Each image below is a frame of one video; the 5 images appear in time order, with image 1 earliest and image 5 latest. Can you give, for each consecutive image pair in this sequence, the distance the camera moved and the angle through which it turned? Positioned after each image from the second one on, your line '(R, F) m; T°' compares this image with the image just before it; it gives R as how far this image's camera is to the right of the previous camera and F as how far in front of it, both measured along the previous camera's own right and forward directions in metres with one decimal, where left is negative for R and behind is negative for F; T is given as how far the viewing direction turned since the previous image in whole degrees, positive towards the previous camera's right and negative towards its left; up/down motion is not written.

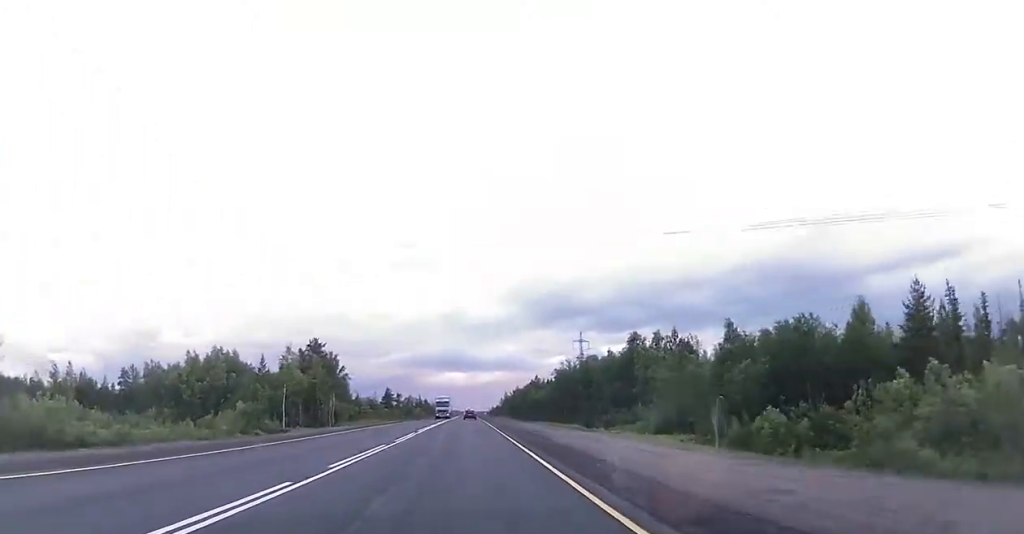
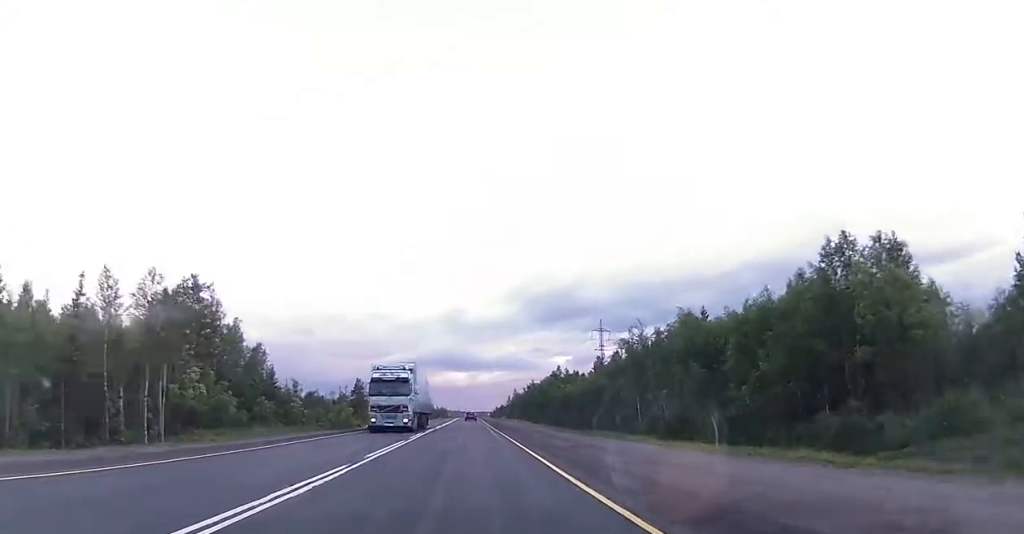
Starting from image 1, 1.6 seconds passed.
(+0.2, +44.4) m; 0°
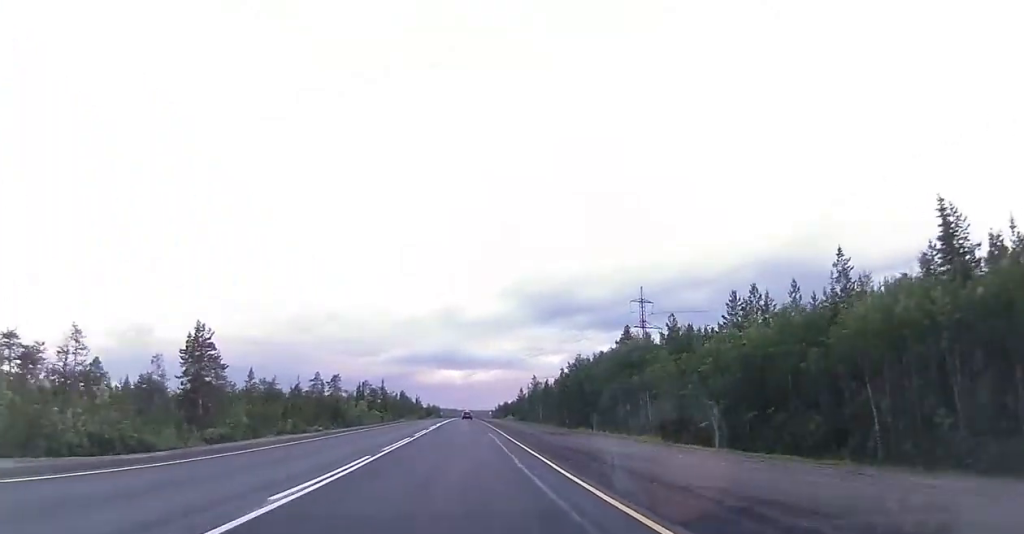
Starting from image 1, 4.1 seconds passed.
(+0.3, +69.5) m; 0°
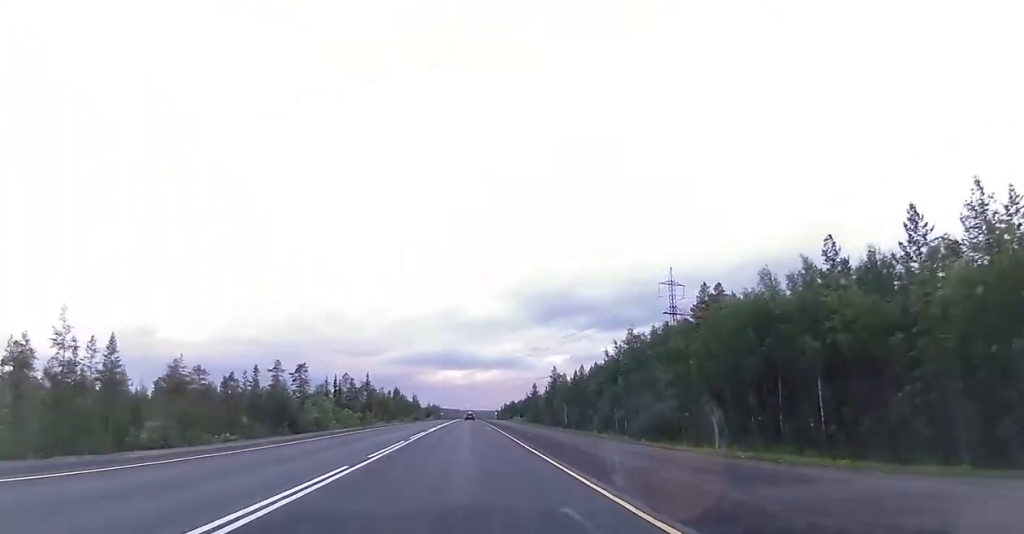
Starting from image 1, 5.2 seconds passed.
(-0.2, +28.1) m; 0°
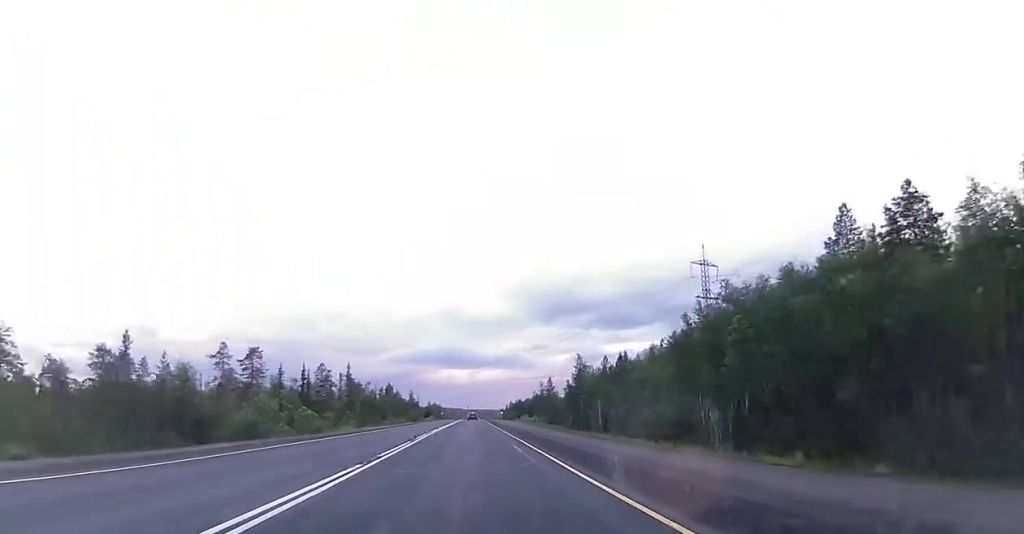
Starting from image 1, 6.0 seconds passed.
(0.0, +23.5) m; 0°
